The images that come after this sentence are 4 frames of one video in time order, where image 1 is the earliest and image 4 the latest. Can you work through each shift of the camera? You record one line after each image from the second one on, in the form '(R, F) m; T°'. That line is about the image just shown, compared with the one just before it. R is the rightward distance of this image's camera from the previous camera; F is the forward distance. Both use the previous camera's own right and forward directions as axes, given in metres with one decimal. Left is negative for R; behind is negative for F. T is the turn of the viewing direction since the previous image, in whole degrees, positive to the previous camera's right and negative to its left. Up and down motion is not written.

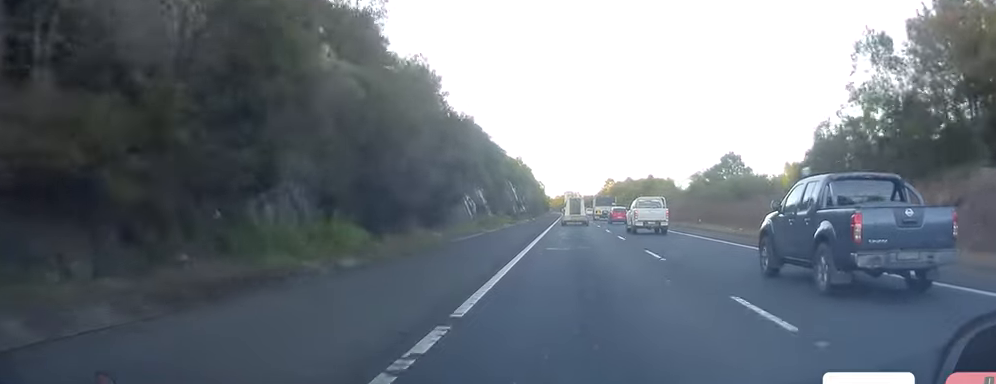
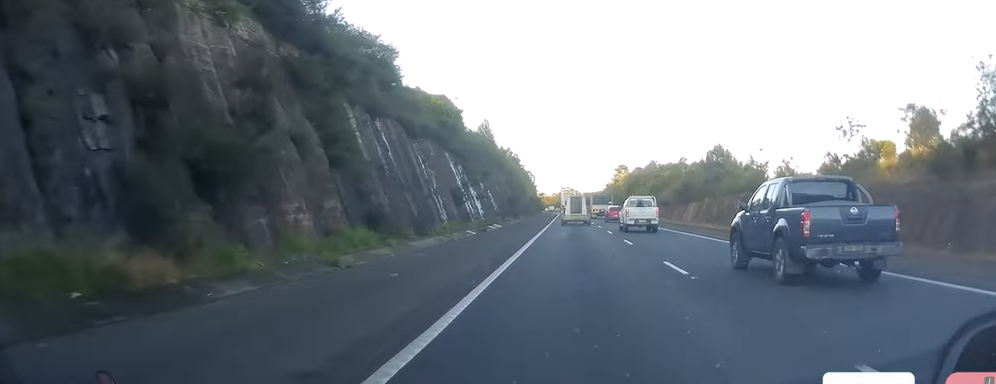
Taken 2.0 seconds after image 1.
(-0.7, +53.0) m; 0°
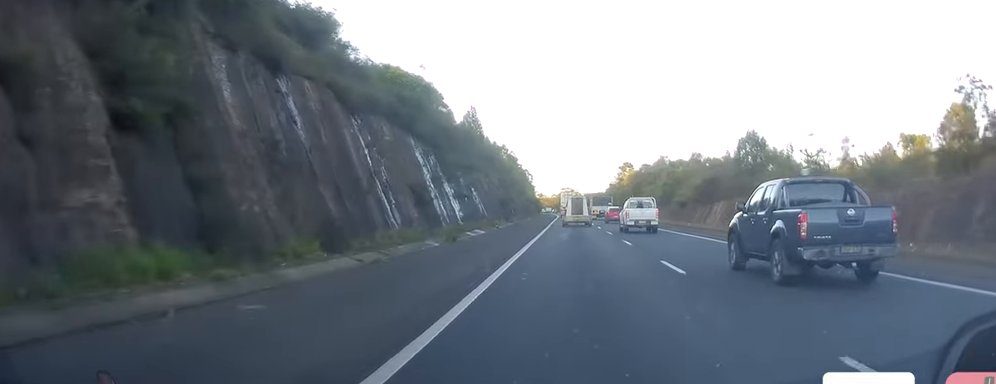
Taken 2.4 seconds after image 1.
(0.0, +11.5) m; 0°
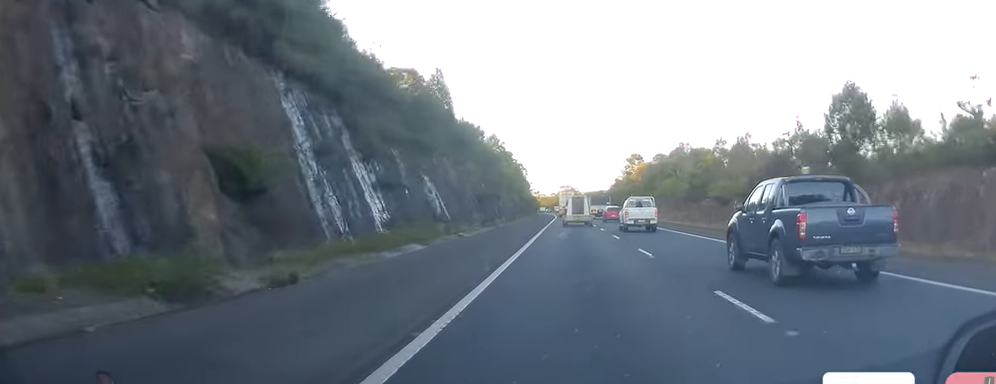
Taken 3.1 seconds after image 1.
(+0.4, +18.6) m; +1°
